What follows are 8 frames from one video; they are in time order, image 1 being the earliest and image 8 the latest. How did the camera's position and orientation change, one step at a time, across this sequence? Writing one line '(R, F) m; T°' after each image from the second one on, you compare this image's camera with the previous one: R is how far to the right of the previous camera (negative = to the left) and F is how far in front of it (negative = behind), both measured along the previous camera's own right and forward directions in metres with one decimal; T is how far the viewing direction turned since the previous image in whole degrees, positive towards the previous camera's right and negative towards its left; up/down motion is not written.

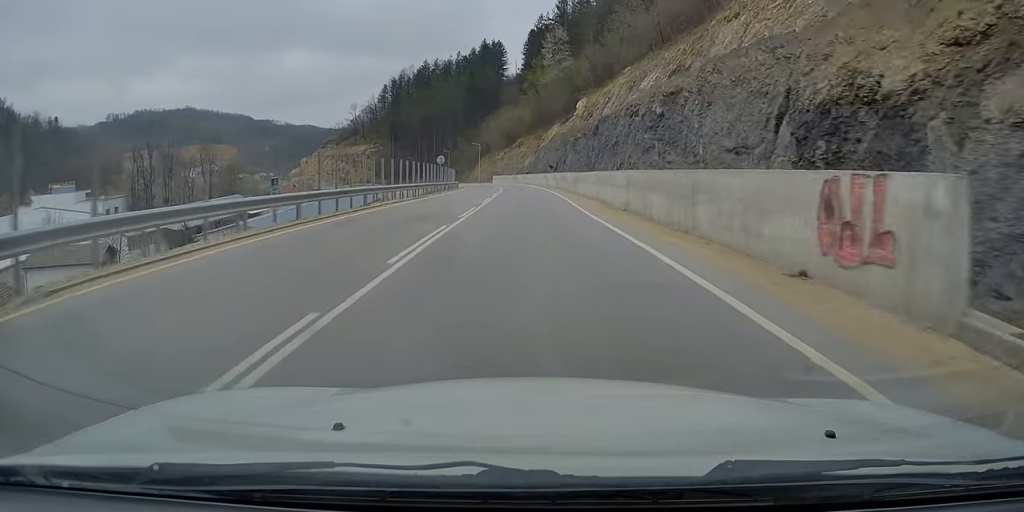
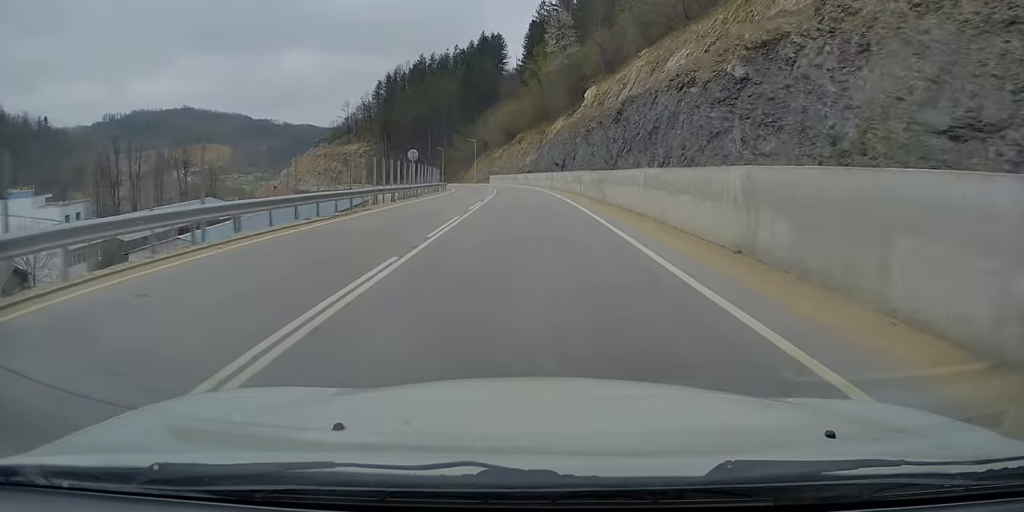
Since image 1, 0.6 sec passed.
(0.0, +14.1) m; -1°
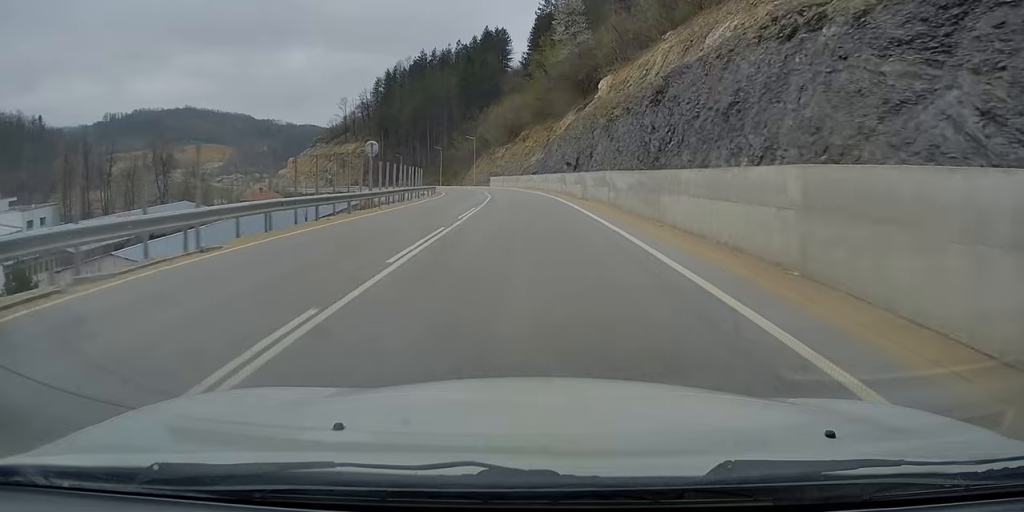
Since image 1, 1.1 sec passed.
(-0.1, +12.5) m; -1°
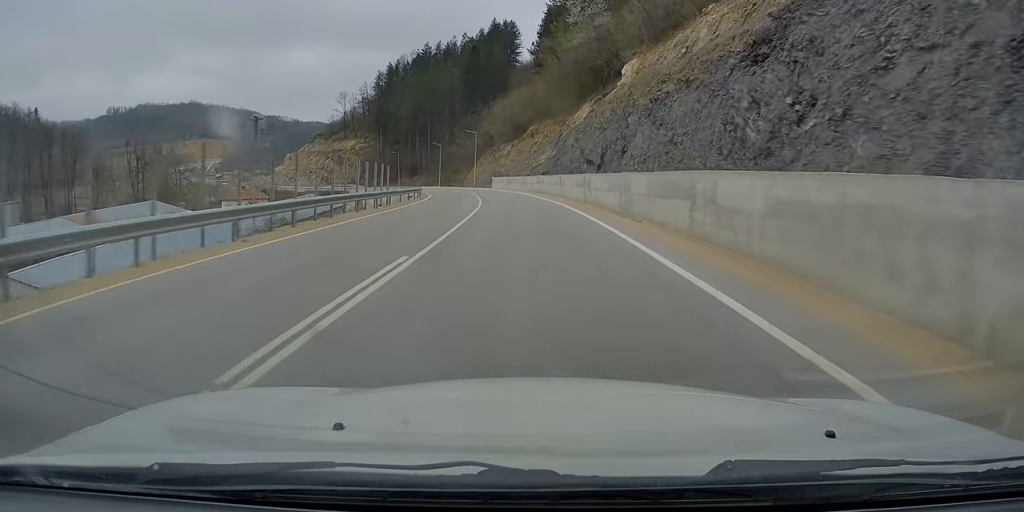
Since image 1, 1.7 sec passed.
(-0.1, +14.0) m; -1°
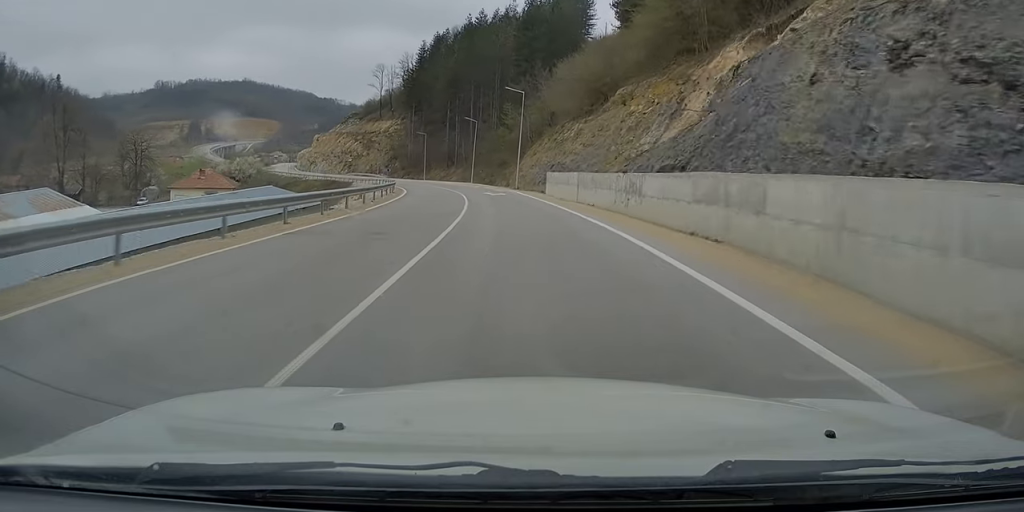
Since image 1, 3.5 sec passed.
(-1.7, +42.0) m; -6°
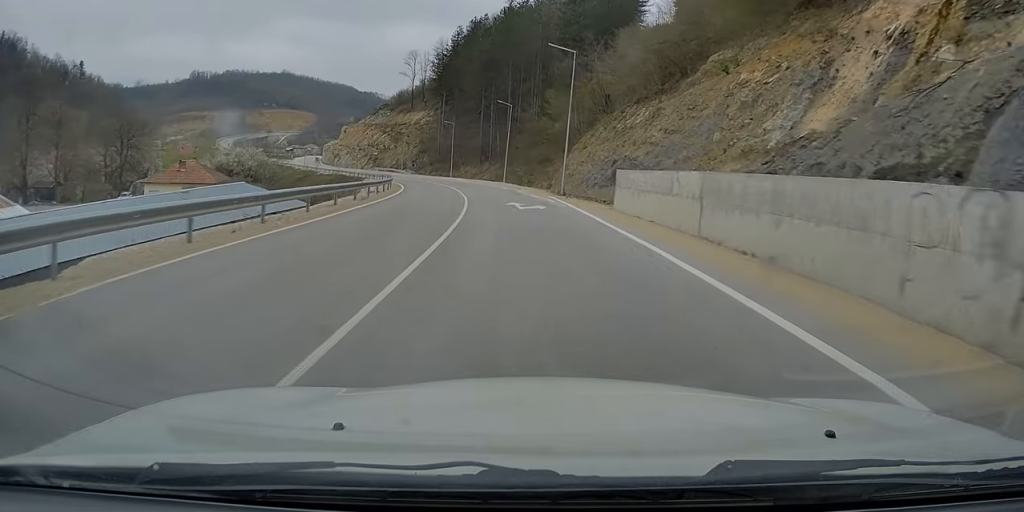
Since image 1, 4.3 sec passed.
(-0.4, +17.8) m; -4°
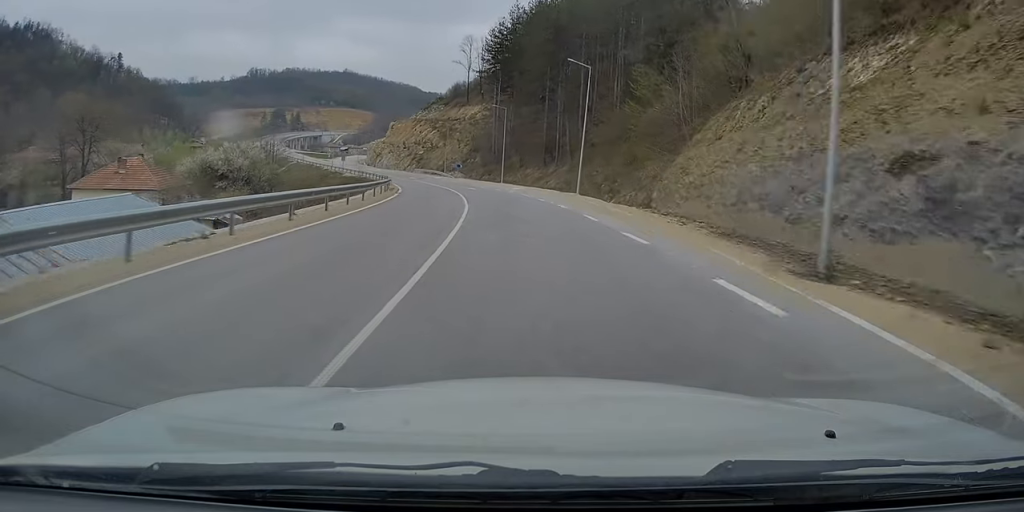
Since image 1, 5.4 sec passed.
(-1.3, +26.8) m; -6°
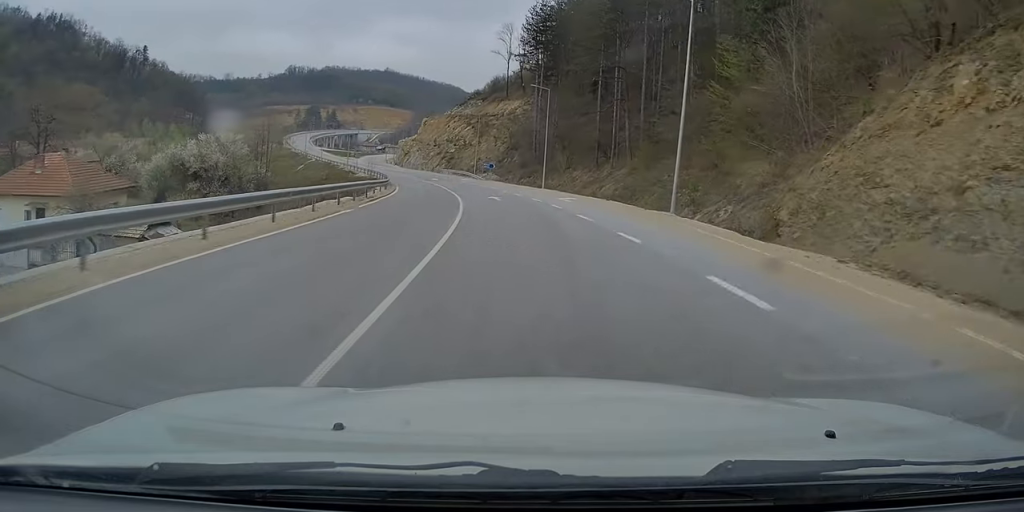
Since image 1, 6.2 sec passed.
(-0.6, +17.7) m; -4°
